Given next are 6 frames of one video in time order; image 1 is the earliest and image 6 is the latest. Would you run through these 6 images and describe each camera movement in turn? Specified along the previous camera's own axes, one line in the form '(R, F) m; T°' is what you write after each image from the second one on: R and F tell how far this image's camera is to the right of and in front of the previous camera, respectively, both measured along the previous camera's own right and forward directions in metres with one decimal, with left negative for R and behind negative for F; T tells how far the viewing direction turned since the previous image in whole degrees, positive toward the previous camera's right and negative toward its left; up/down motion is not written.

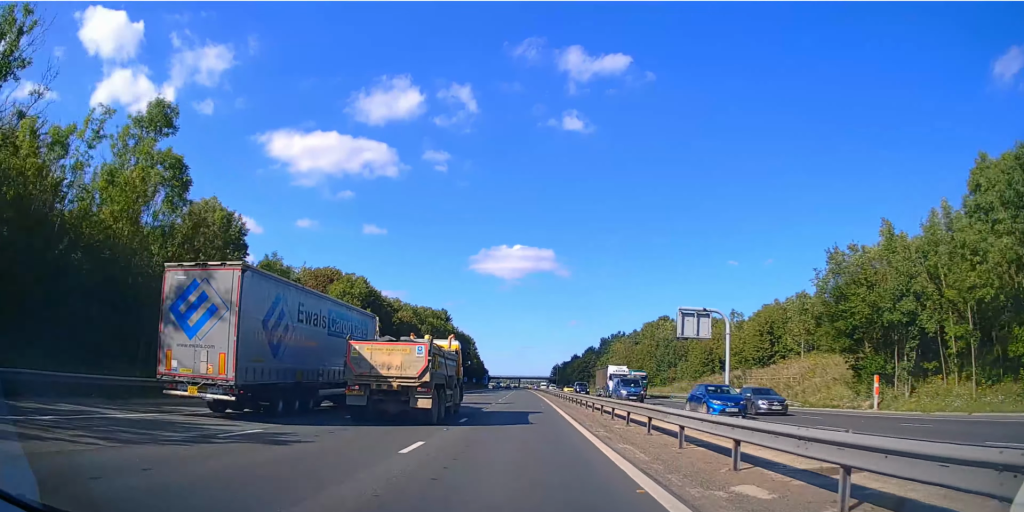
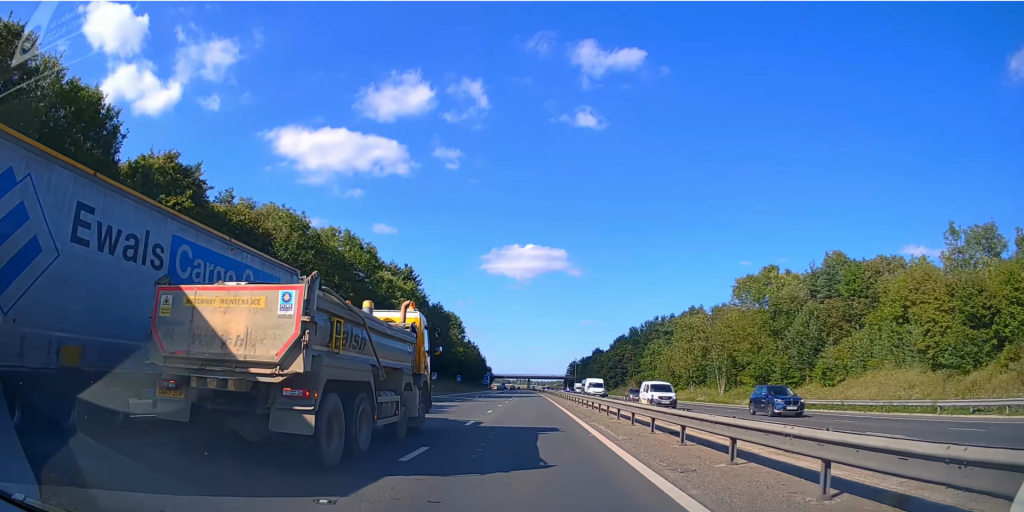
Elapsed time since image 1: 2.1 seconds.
(-0.7, +63.2) m; -1°
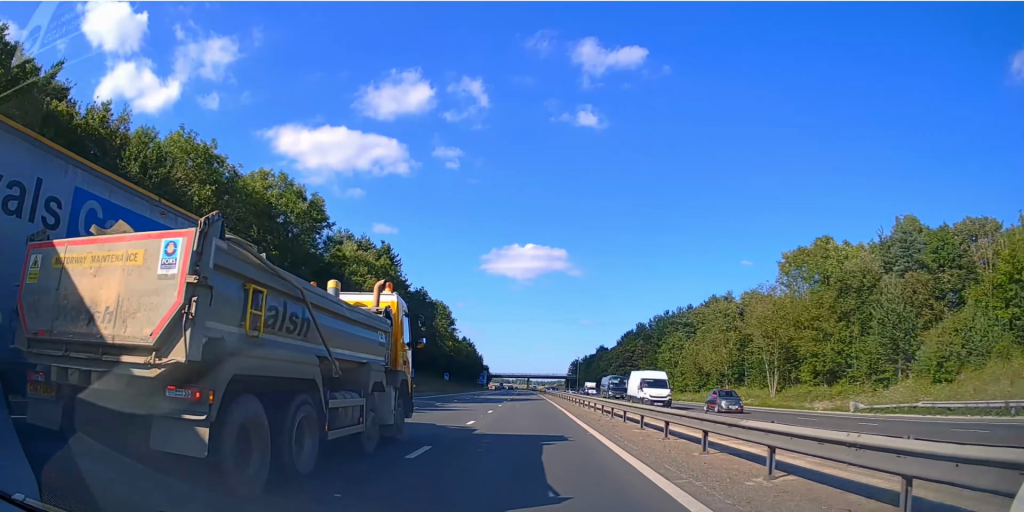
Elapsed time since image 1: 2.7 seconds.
(-0.1, +17.7) m; 0°
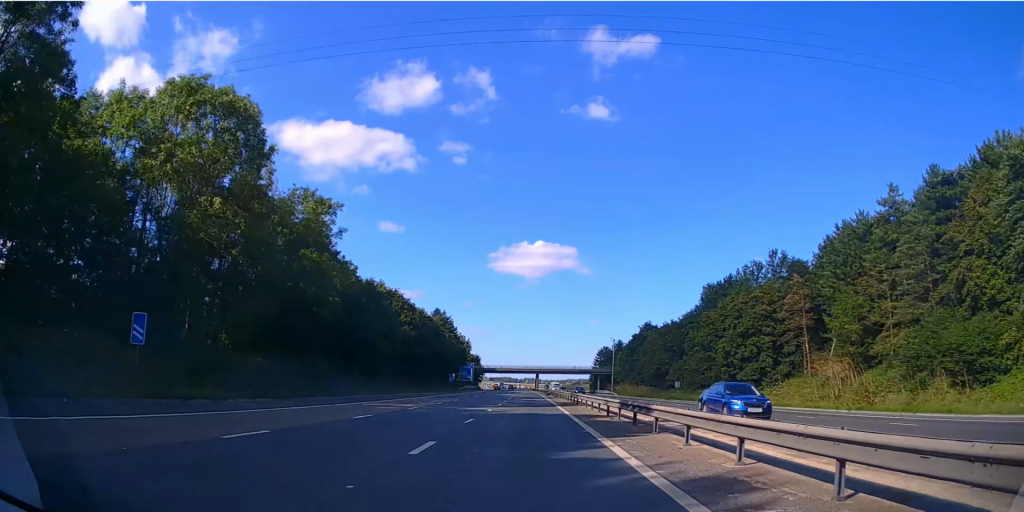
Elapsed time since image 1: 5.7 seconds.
(-0.2, +88.5) m; -1°
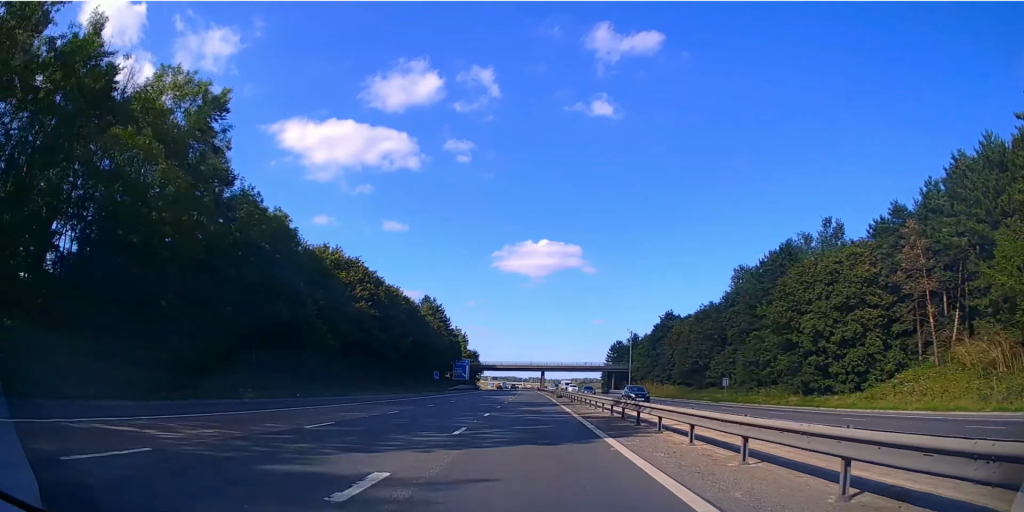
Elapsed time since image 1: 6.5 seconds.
(0.0, +22.8) m; 0°
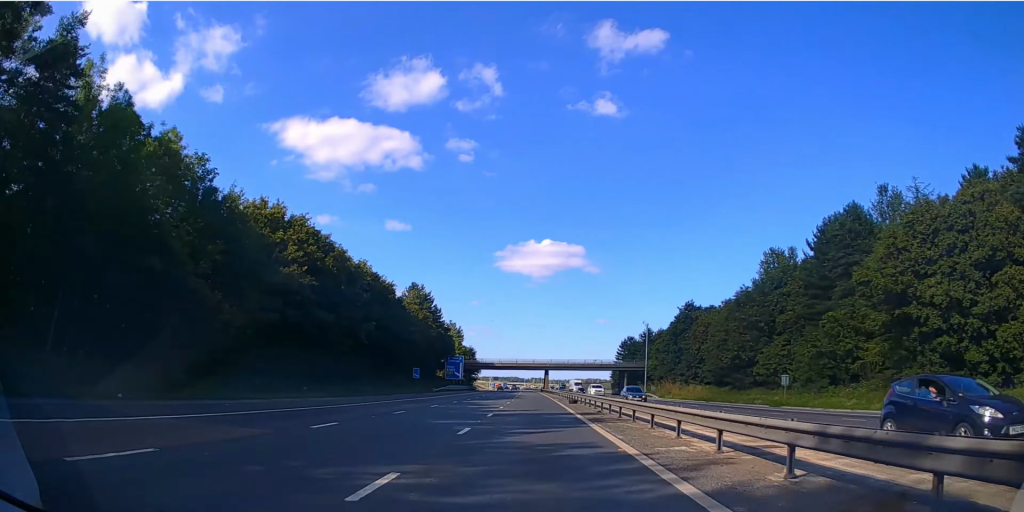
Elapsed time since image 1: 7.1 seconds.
(+0.1, +17.9) m; 0°
